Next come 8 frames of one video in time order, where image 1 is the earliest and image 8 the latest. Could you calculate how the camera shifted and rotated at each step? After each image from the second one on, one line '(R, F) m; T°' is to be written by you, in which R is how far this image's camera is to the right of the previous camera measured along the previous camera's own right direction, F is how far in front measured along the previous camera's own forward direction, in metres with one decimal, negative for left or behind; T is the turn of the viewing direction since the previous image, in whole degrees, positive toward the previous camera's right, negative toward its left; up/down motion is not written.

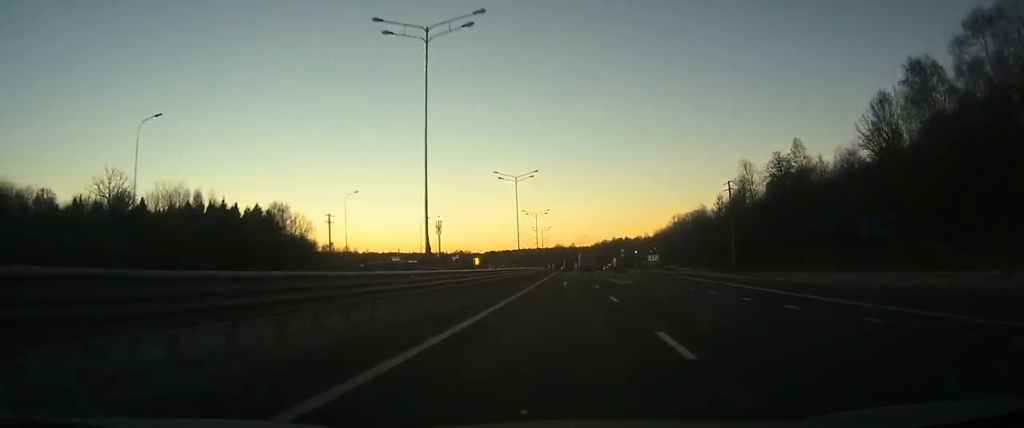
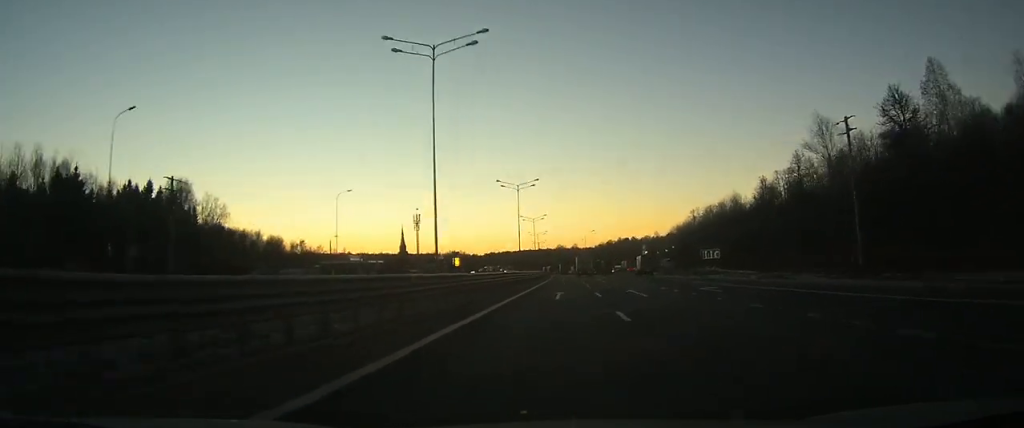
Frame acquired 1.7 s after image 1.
(-0.2, +38.8) m; 0°
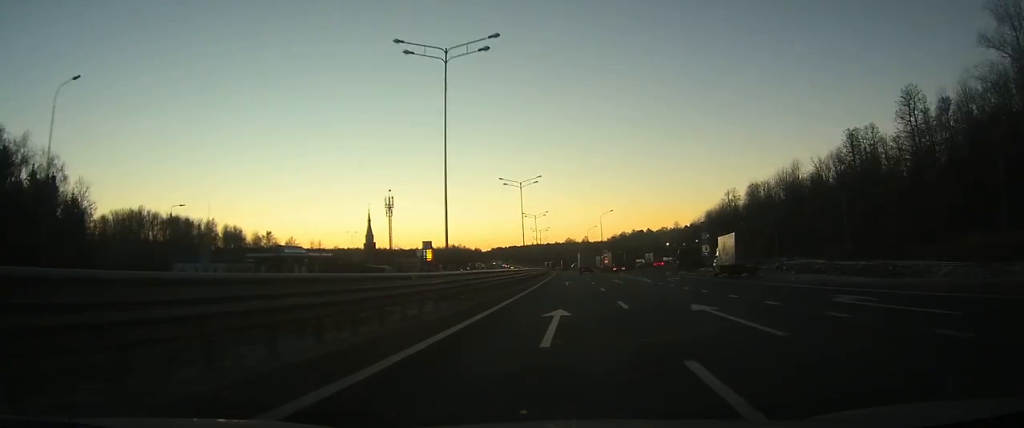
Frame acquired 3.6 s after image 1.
(-0.1, +41.3) m; -1°
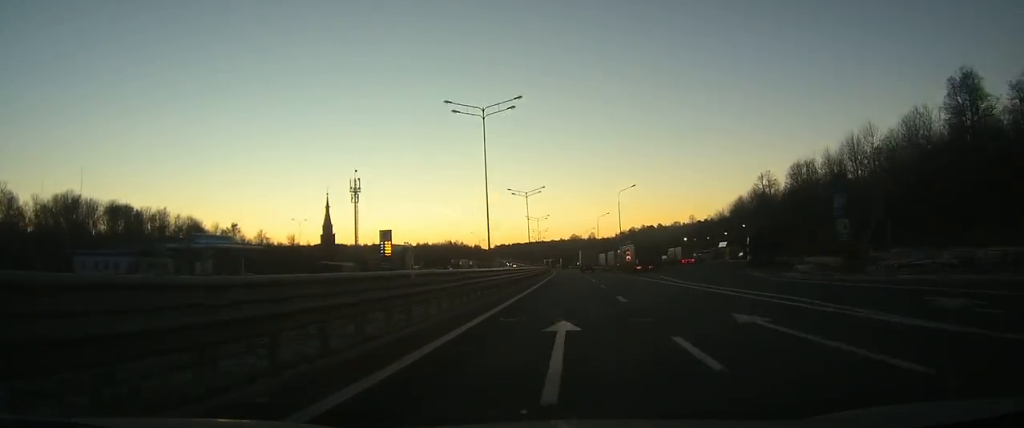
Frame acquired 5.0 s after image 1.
(-0.2, +31.3) m; -1°
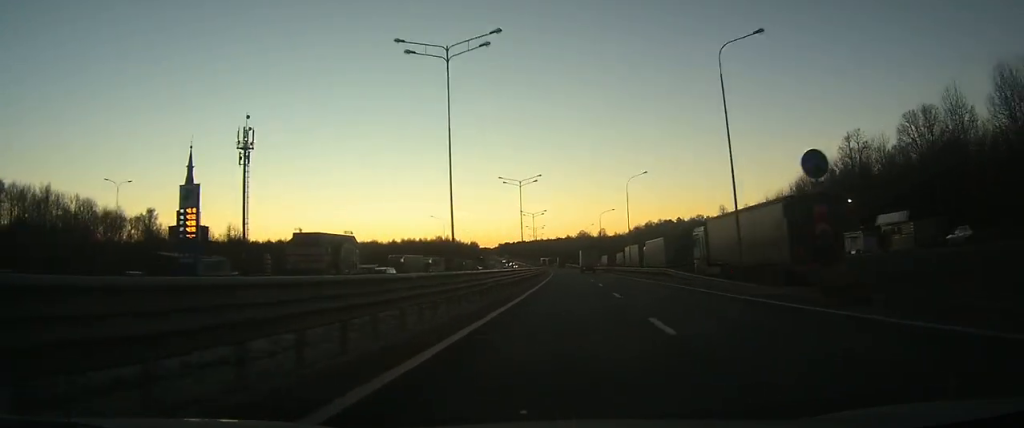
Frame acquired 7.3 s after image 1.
(-0.6, +55.5) m; -1°
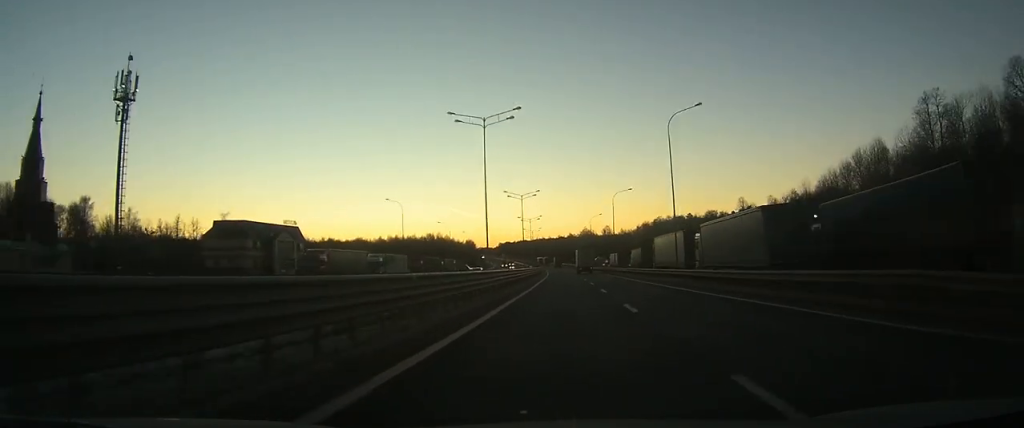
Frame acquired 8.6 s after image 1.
(-0.1, +32.0) m; -1°
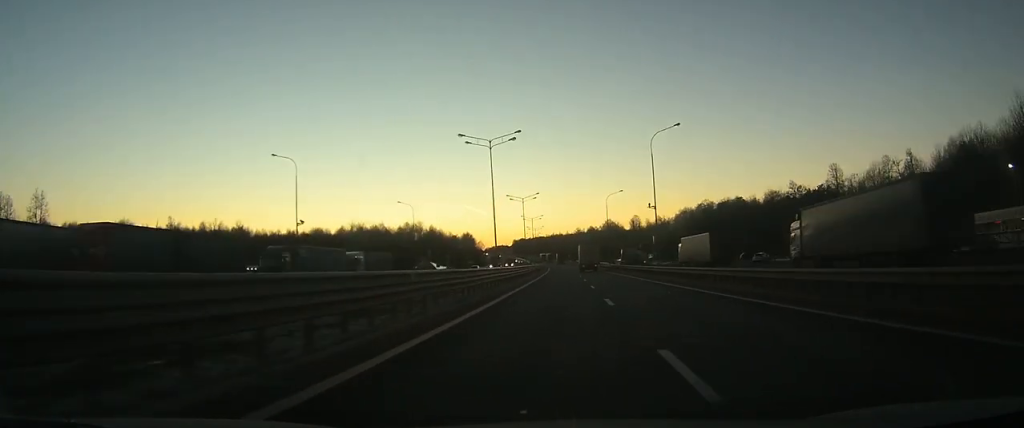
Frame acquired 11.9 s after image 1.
(-0.9, +87.0) m; -2°
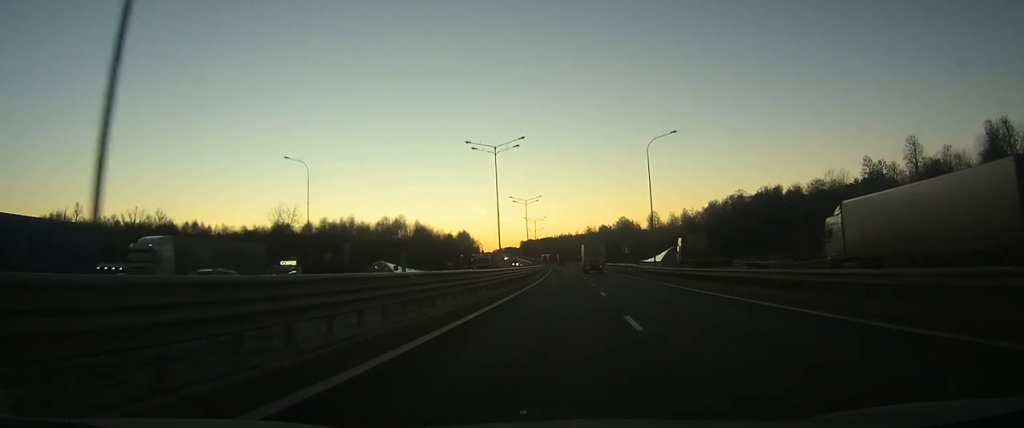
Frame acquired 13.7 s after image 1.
(-0.5, +47.1) m; -1°
